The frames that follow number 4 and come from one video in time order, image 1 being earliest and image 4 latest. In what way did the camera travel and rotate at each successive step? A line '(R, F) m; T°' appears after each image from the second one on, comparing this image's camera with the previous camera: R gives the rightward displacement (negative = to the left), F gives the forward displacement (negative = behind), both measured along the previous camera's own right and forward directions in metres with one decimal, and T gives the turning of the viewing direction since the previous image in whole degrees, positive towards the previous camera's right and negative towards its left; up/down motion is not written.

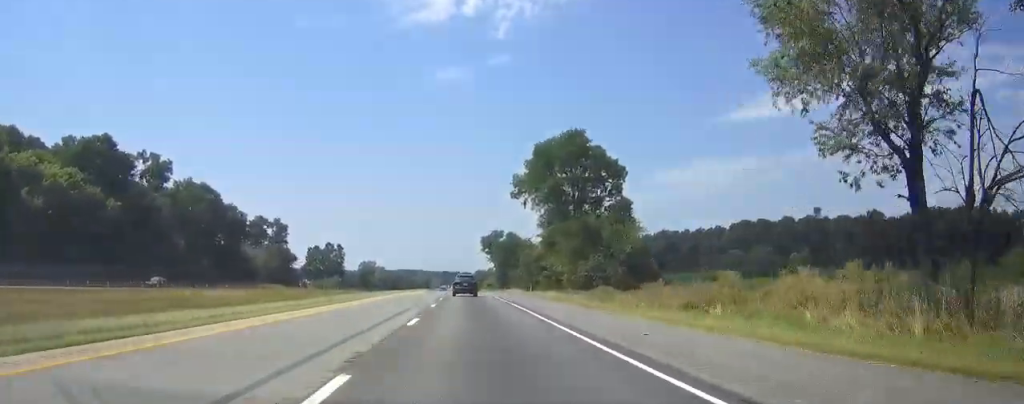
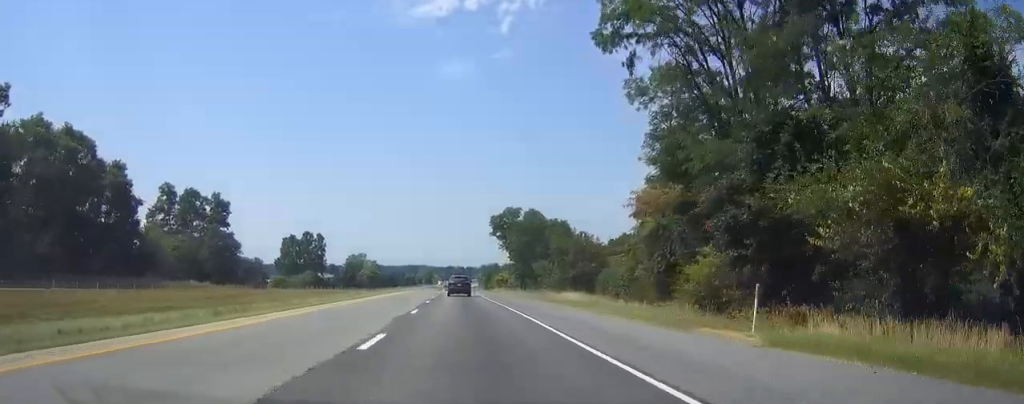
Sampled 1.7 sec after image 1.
(+0.1, +54.8) m; 0°
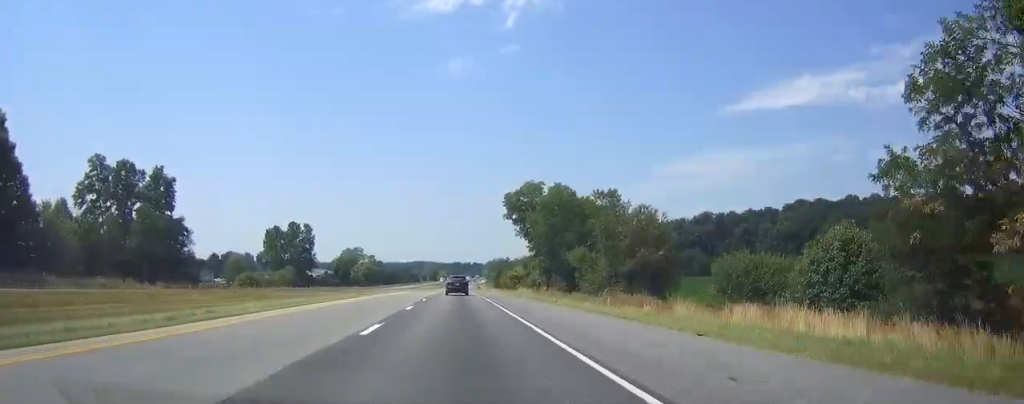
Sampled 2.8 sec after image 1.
(-0.1, +34.0) m; -1°
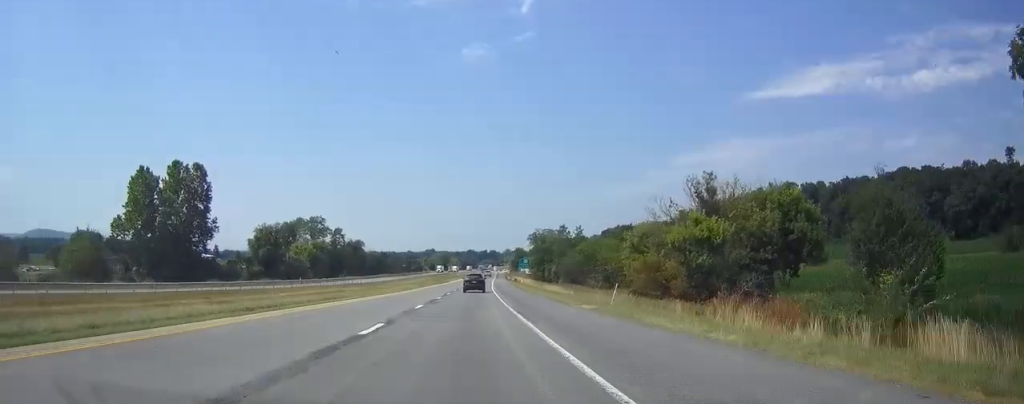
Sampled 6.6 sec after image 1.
(-1.9, +122.1) m; -1°
